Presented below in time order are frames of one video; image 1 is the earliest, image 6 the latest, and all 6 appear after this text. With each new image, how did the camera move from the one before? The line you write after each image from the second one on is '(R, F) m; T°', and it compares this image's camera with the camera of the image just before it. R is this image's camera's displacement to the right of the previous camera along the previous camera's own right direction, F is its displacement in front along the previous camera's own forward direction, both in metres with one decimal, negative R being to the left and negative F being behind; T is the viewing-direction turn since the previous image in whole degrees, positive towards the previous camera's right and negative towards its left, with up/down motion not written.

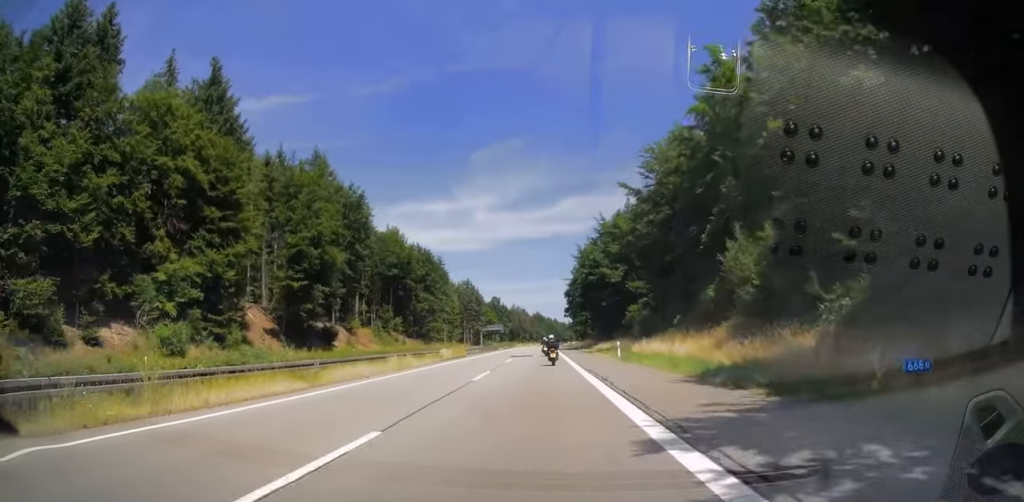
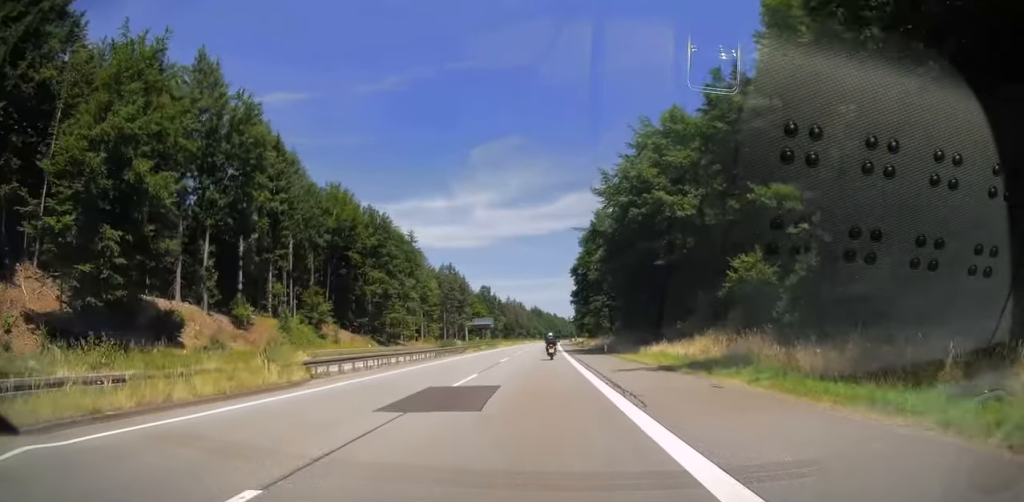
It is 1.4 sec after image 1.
(0.0, +40.0) m; 0°
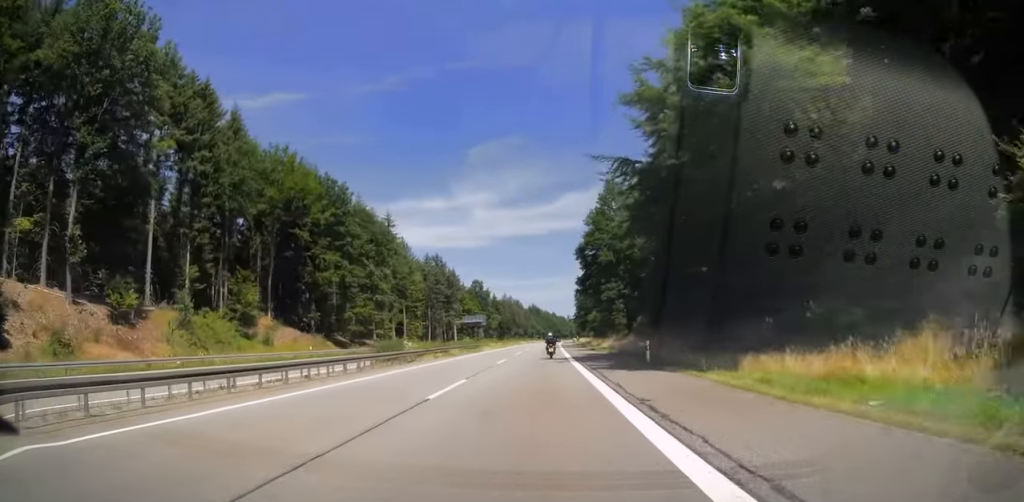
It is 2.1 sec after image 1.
(0.0, +21.2) m; 0°
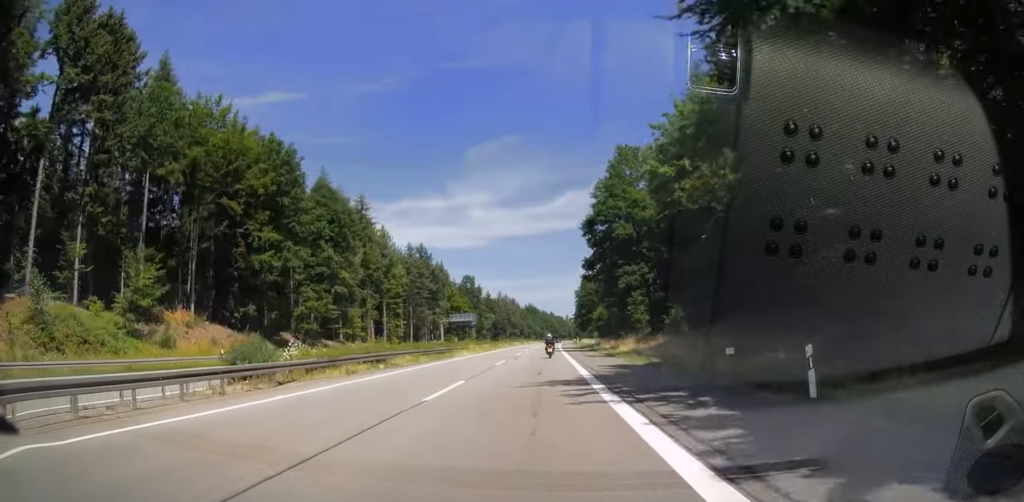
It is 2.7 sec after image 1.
(0.0, +18.3) m; 0°
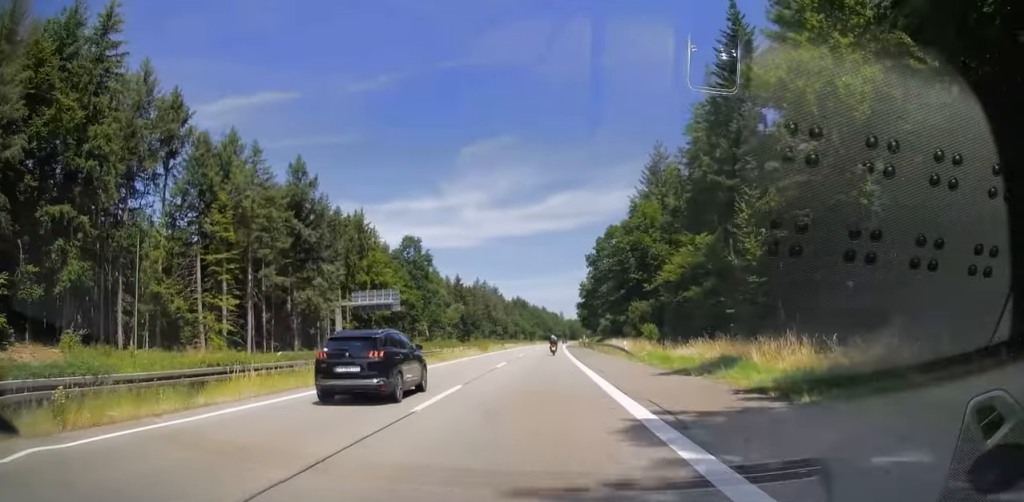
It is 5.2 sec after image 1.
(+0.2, +74.7) m; 0°
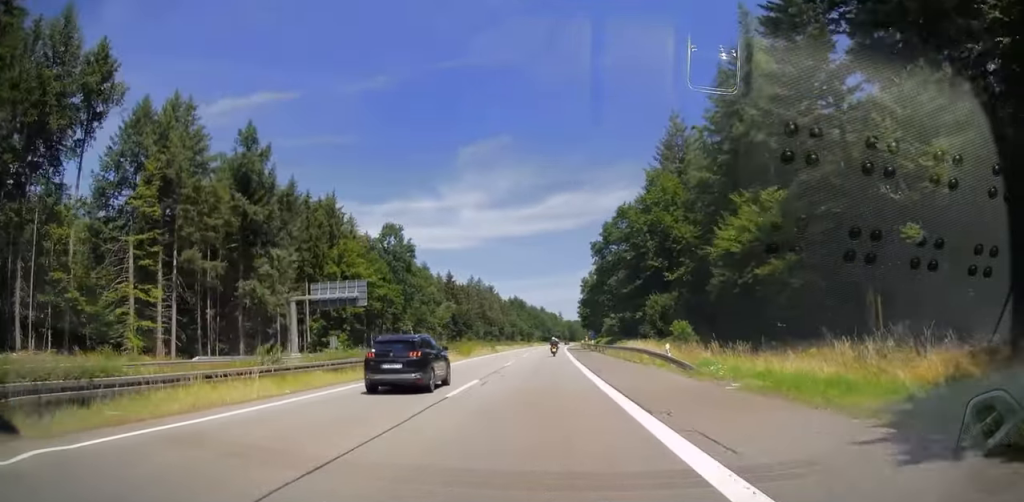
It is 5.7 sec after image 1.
(-0.1, +14.3) m; 0°
